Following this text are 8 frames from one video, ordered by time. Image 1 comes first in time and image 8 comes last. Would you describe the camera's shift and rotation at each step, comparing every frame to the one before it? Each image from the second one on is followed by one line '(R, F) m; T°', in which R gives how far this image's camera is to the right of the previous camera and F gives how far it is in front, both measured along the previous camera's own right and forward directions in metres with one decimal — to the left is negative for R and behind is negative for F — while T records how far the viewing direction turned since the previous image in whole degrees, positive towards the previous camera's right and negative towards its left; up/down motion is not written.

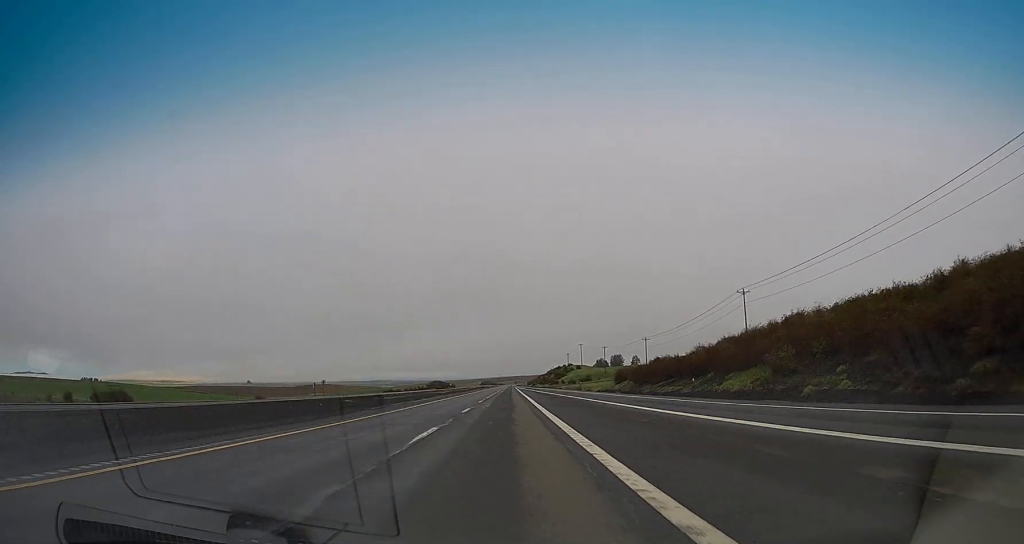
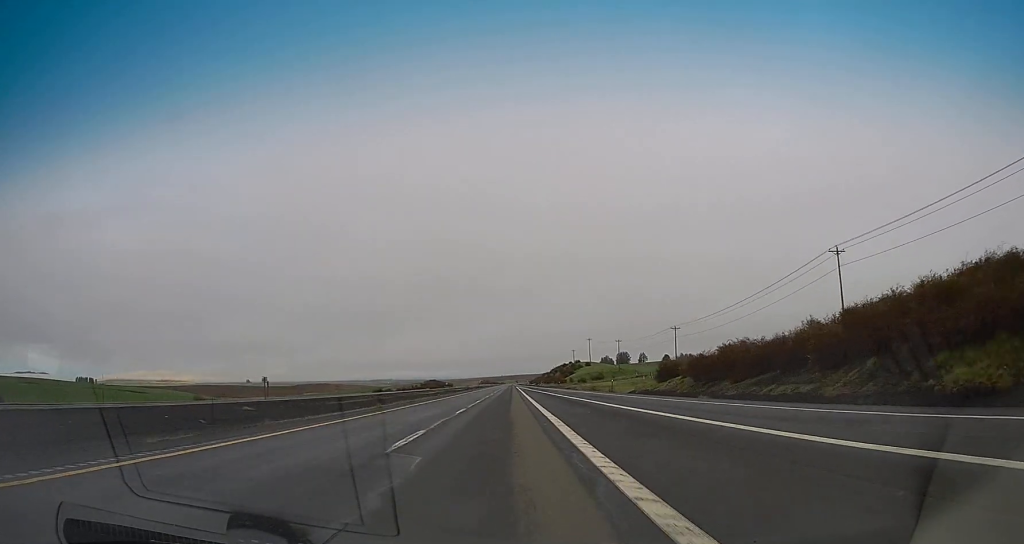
(-0.2, +32.6) m; -1°
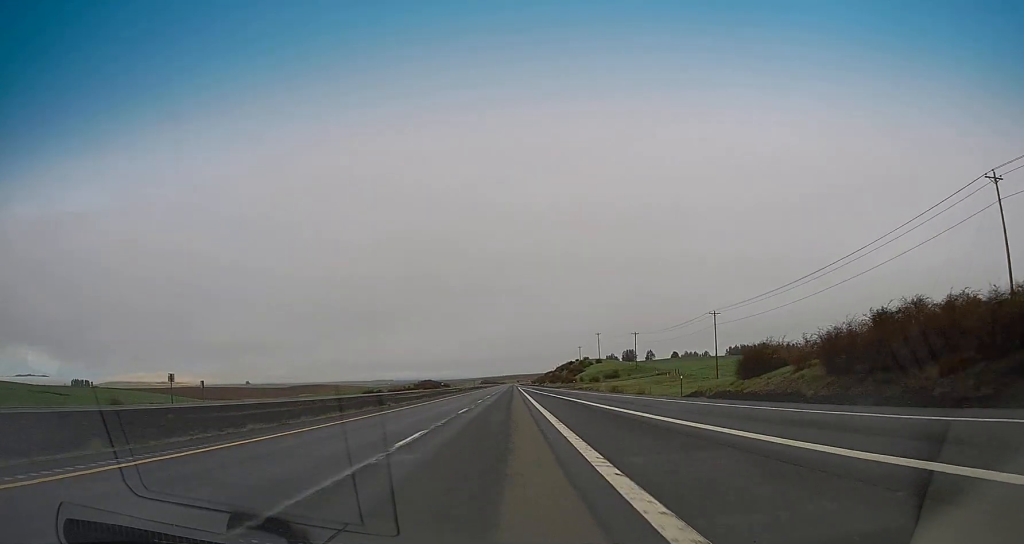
(-0.5, +29.7) m; 0°
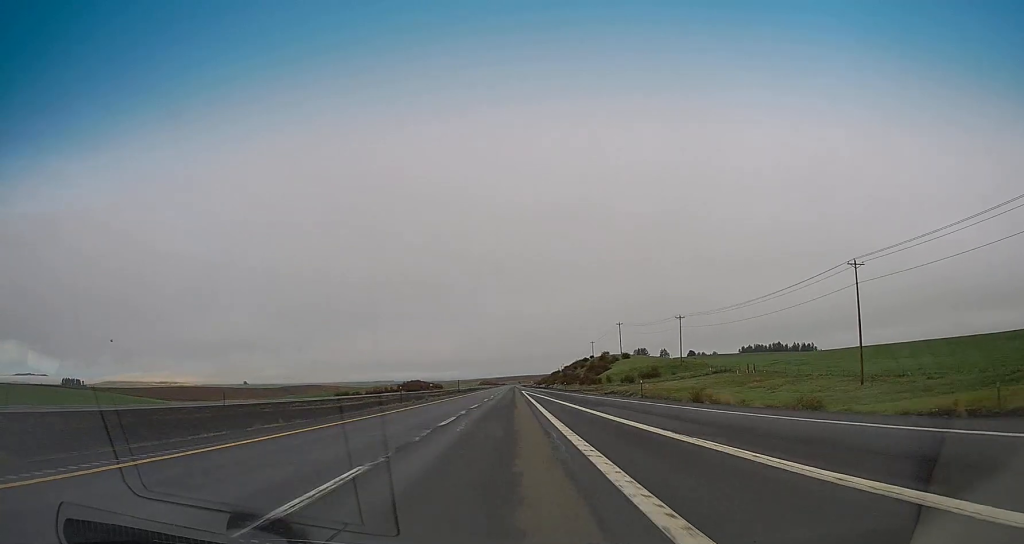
(+1.1, +53.2) m; +1°
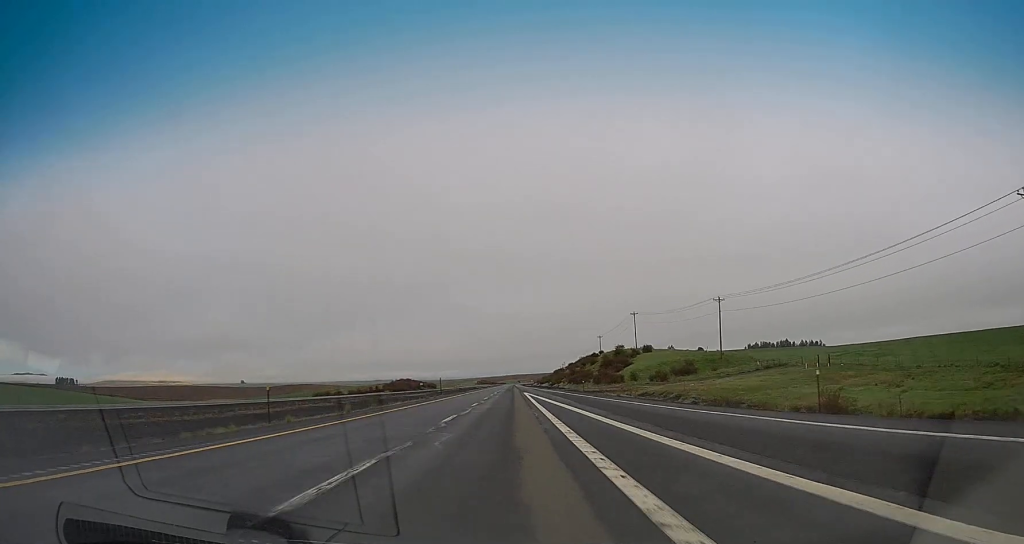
(0.0, +29.5) m; -1°
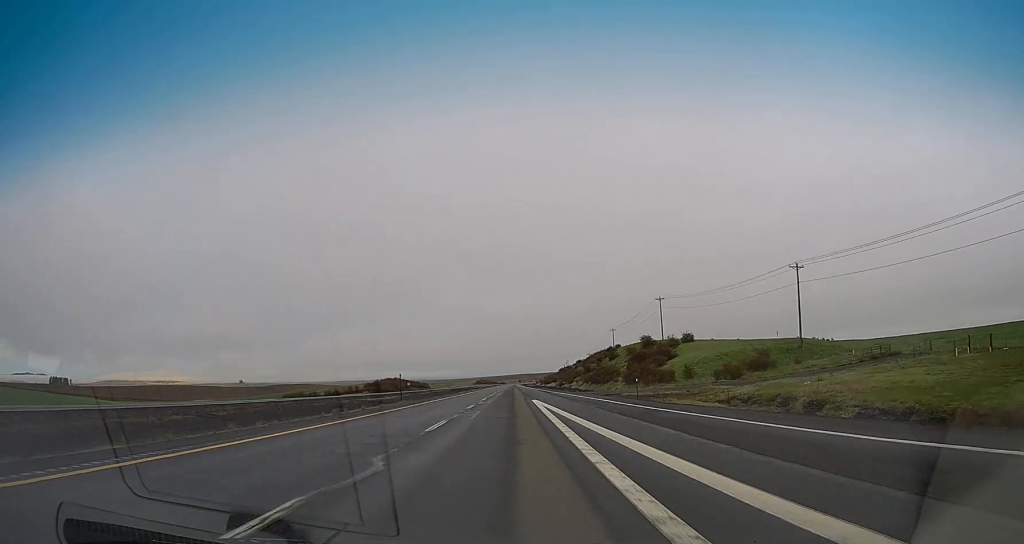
(-0.6, +34.4) m; 0°
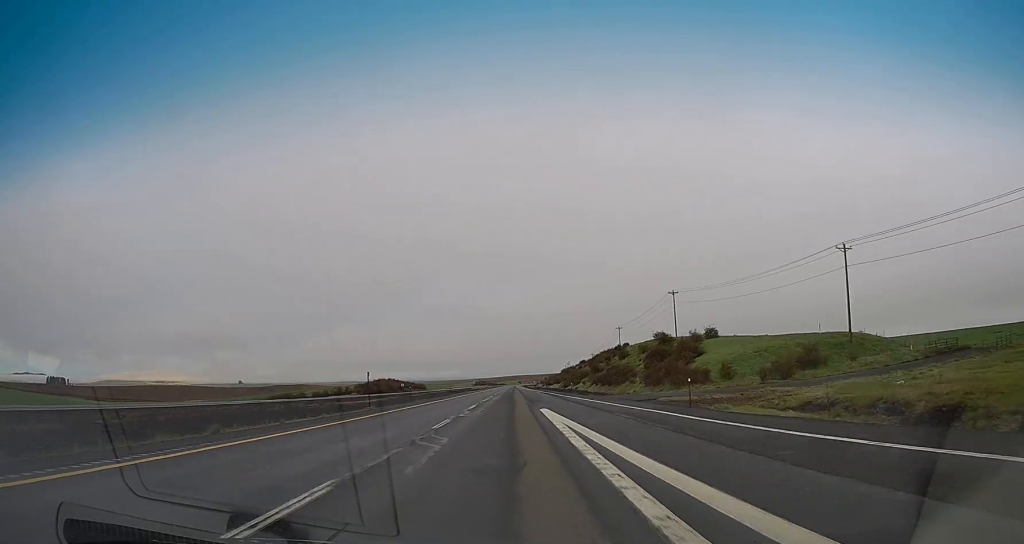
(+0.3, +13.7) m; 0°
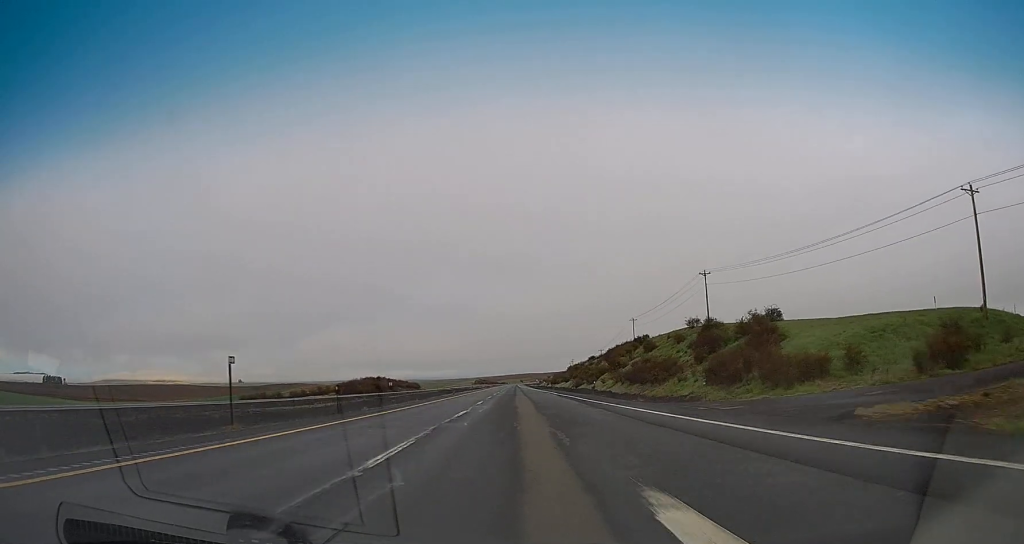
(+0.1, +24.5) m; 0°
